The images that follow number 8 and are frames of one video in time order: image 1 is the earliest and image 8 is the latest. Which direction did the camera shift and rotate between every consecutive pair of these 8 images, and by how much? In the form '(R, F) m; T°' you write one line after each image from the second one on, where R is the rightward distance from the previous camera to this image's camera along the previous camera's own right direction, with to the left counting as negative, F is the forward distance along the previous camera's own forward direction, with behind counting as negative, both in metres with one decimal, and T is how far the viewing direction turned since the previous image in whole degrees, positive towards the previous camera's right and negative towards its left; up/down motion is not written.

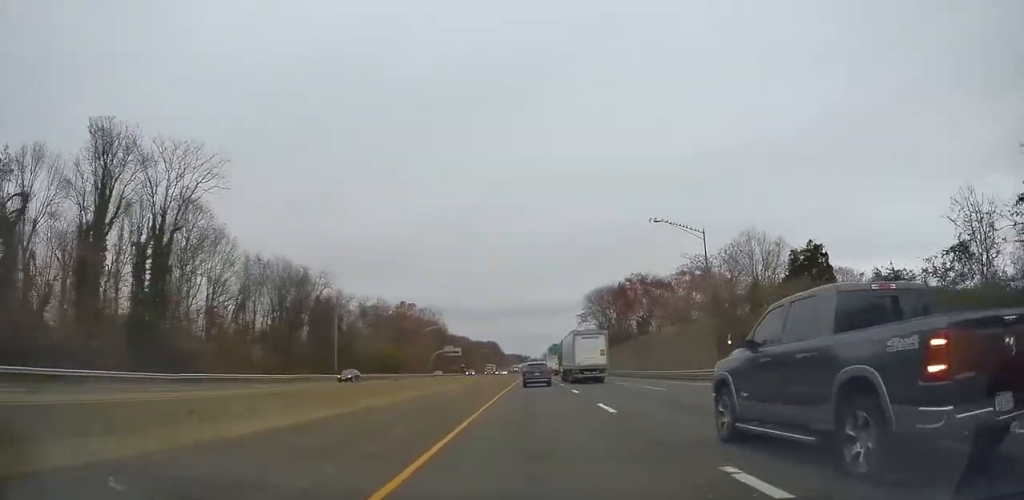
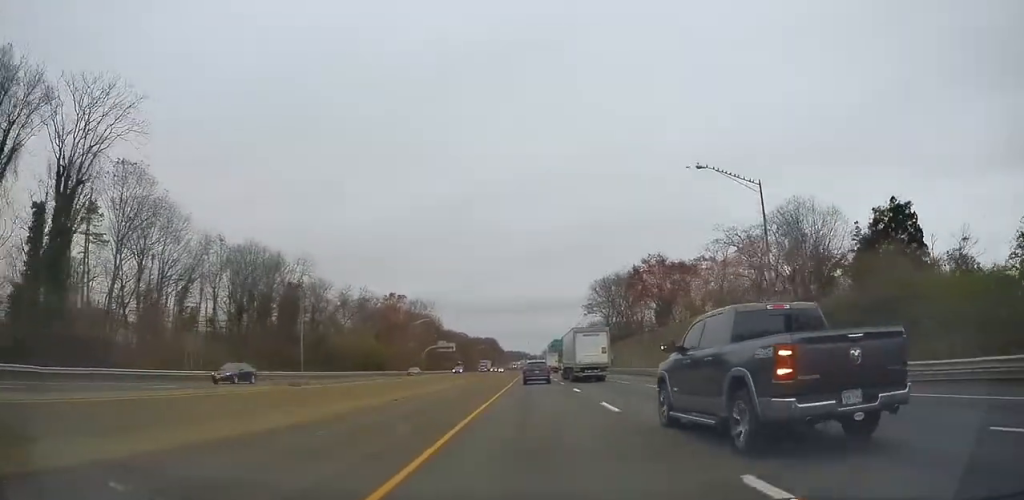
(-0.2, +13.0) m; 0°
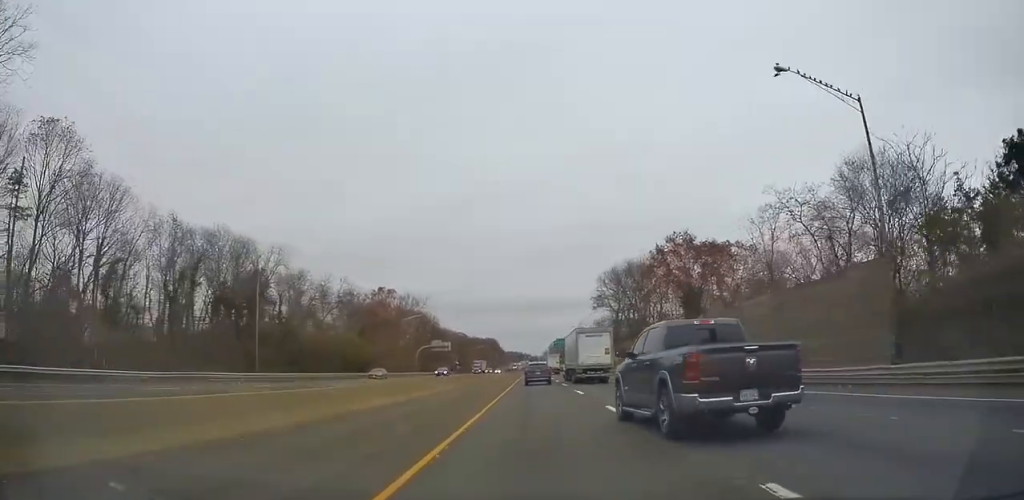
(+0.1, +12.9) m; 0°
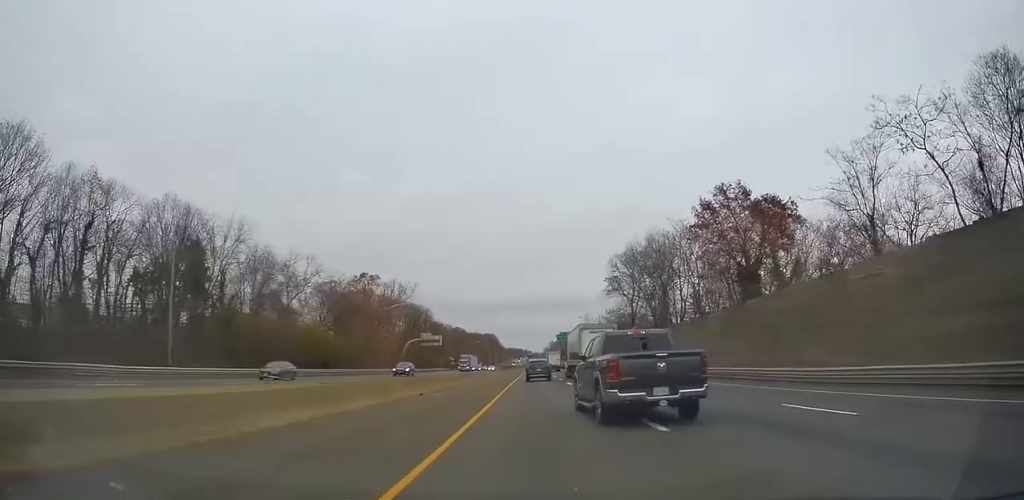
(+0.2, +16.2) m; 0°
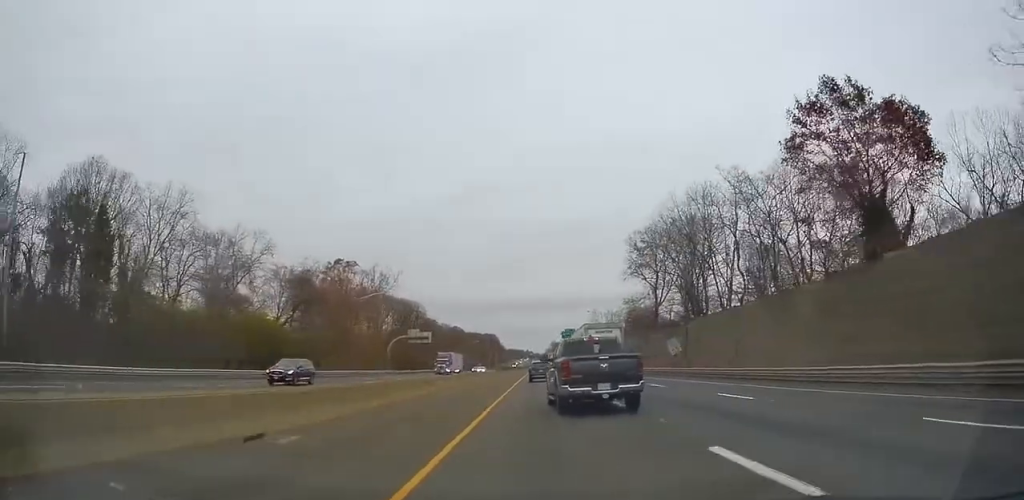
(-0.2, +17.9) m; 0°
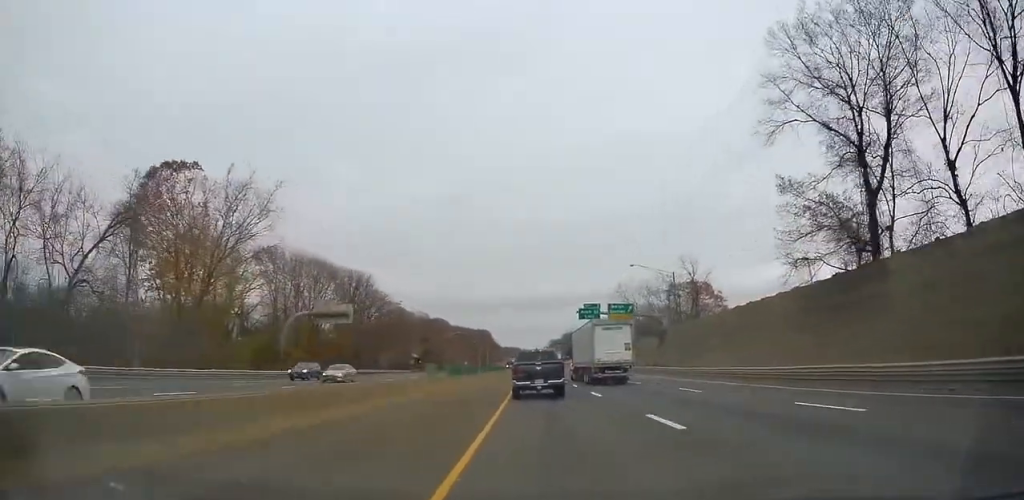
(+0.5, +54.9) m; 0°
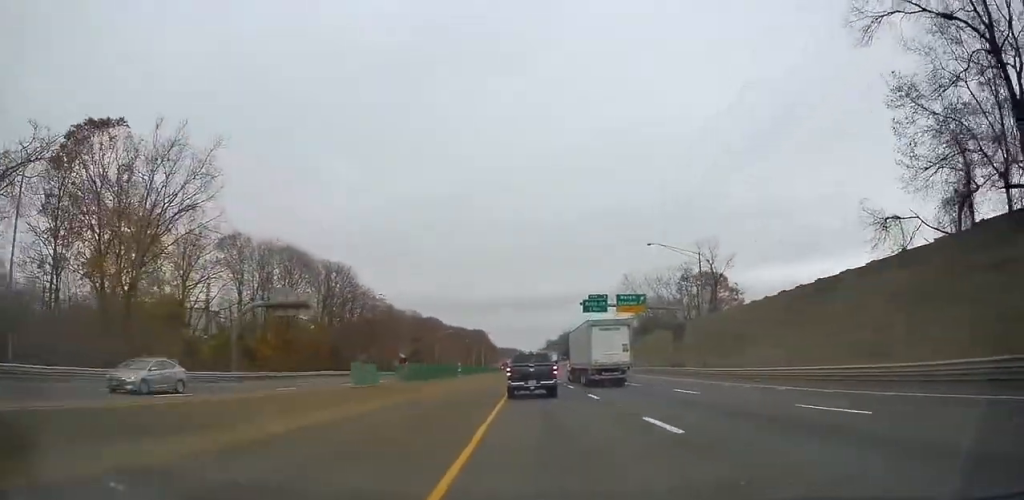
(+0.1, +12.2) m; 0°
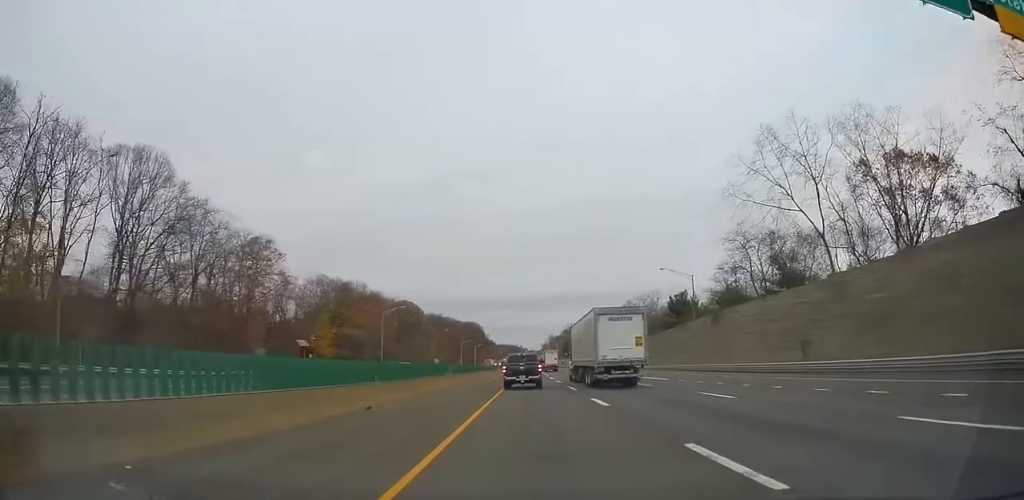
(-0.1, +66.3) m; 0°
